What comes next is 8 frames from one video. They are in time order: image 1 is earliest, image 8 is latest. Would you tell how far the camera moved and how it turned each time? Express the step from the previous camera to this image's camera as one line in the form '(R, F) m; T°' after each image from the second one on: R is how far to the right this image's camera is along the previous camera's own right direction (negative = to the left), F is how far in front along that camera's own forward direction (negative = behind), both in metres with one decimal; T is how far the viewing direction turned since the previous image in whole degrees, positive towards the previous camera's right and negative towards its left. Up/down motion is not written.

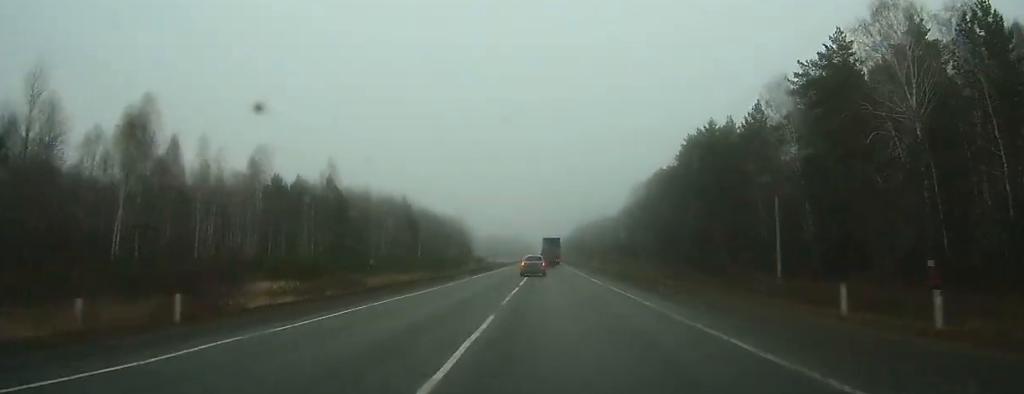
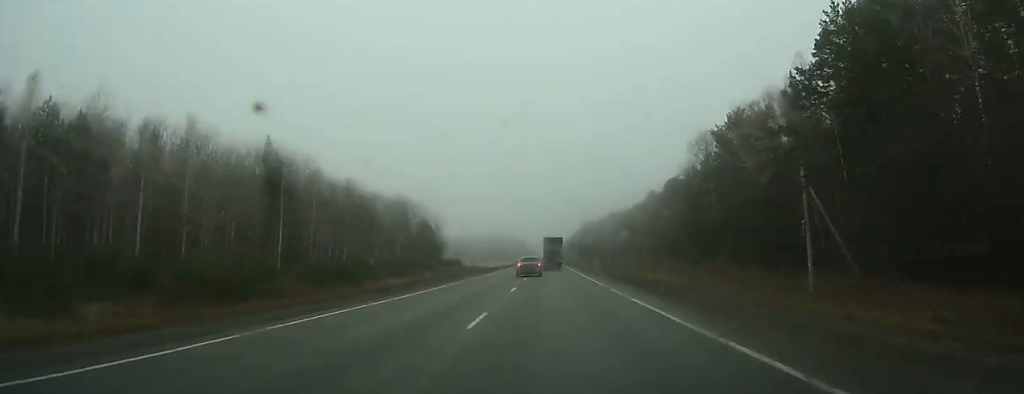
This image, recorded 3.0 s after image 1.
(+0.2, +69.5) m; 0°
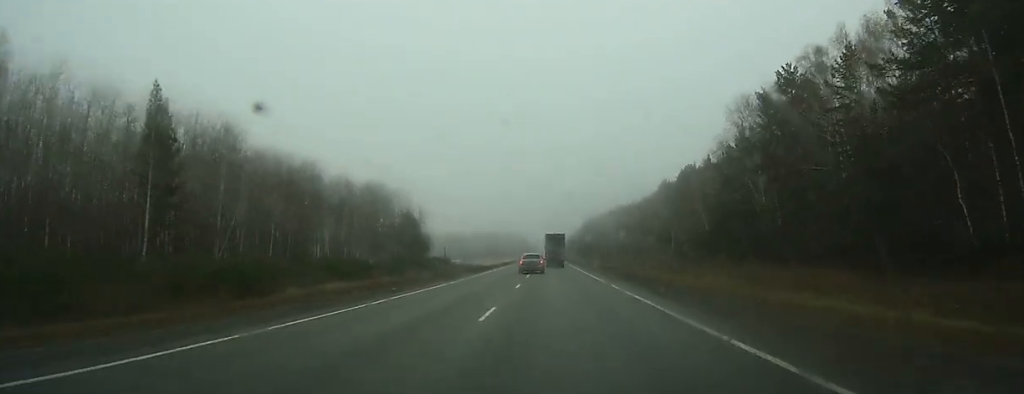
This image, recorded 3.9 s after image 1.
(-0.1, +22.5) m; 0°
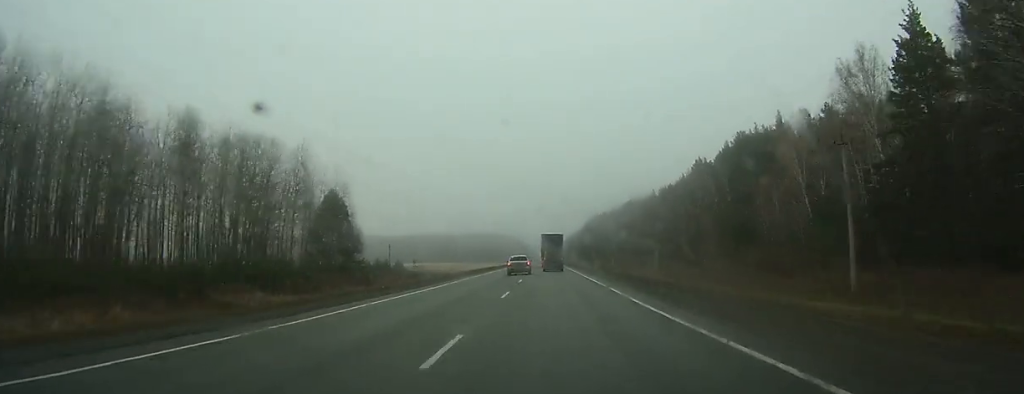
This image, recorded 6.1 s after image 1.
(-0.1, +52.3) m; 0°
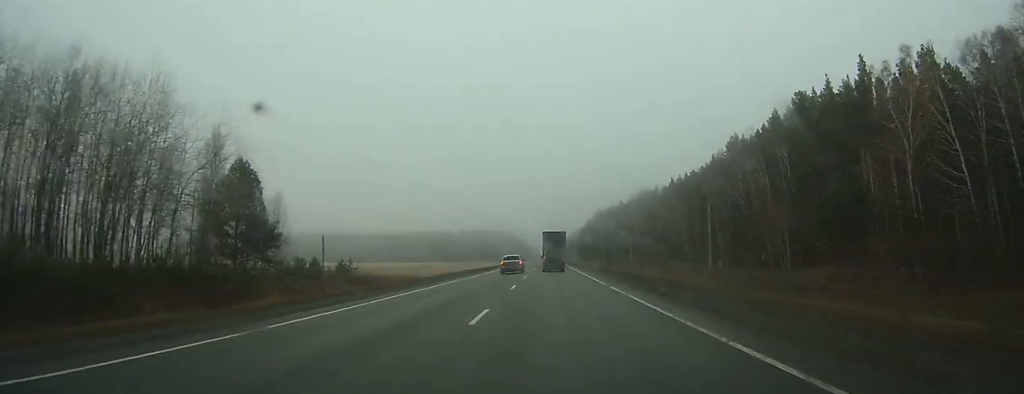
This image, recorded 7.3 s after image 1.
(0.0, +31.6) m; 0°
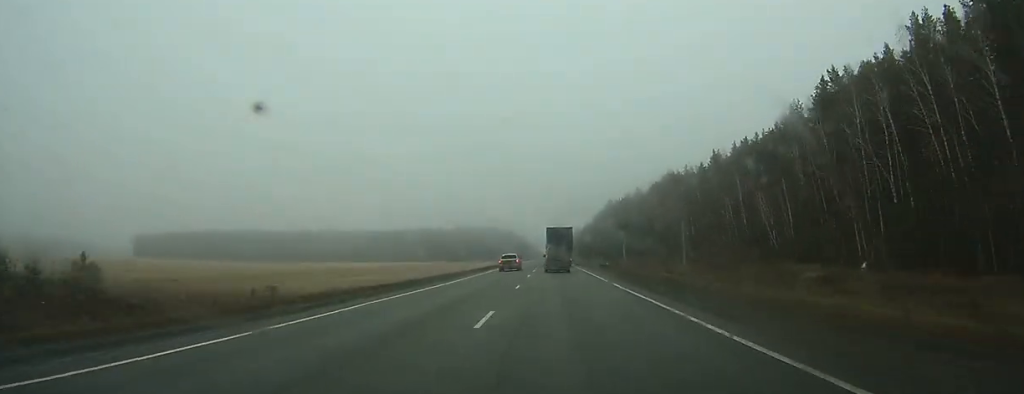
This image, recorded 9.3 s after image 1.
(-0.2, +48.7) m; 0°
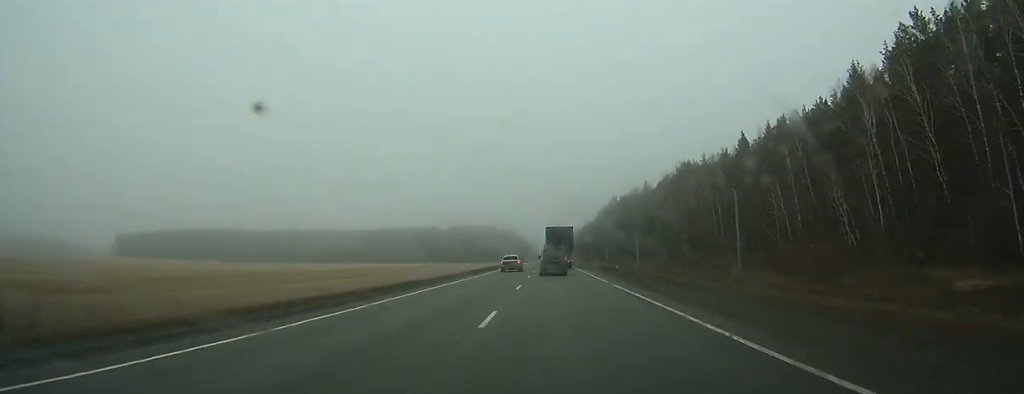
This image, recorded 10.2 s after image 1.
(-0.1, +23.7) m; 0°
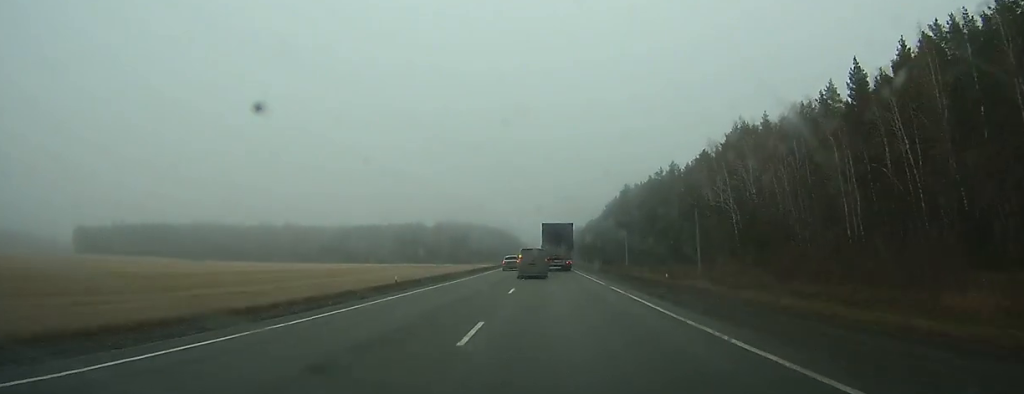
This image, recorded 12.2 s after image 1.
(+0.1, +50.7) m; 0°
